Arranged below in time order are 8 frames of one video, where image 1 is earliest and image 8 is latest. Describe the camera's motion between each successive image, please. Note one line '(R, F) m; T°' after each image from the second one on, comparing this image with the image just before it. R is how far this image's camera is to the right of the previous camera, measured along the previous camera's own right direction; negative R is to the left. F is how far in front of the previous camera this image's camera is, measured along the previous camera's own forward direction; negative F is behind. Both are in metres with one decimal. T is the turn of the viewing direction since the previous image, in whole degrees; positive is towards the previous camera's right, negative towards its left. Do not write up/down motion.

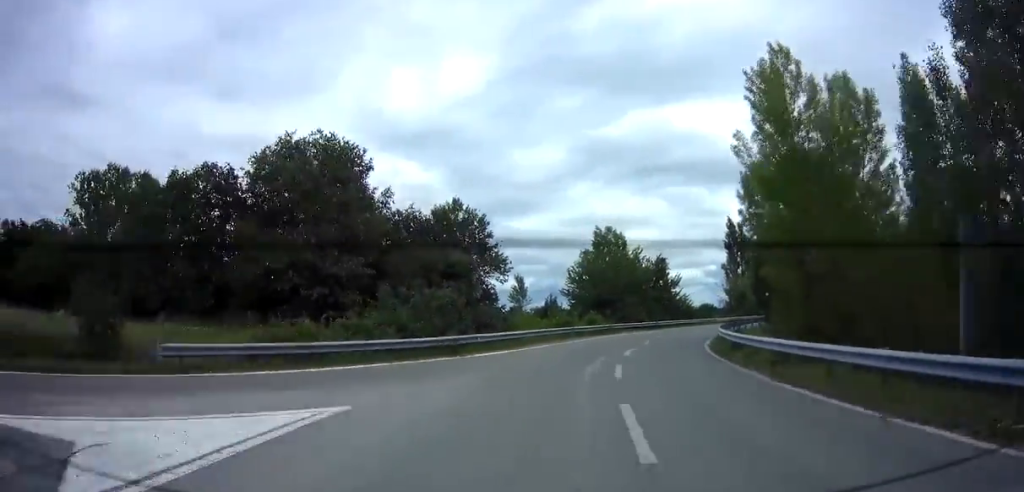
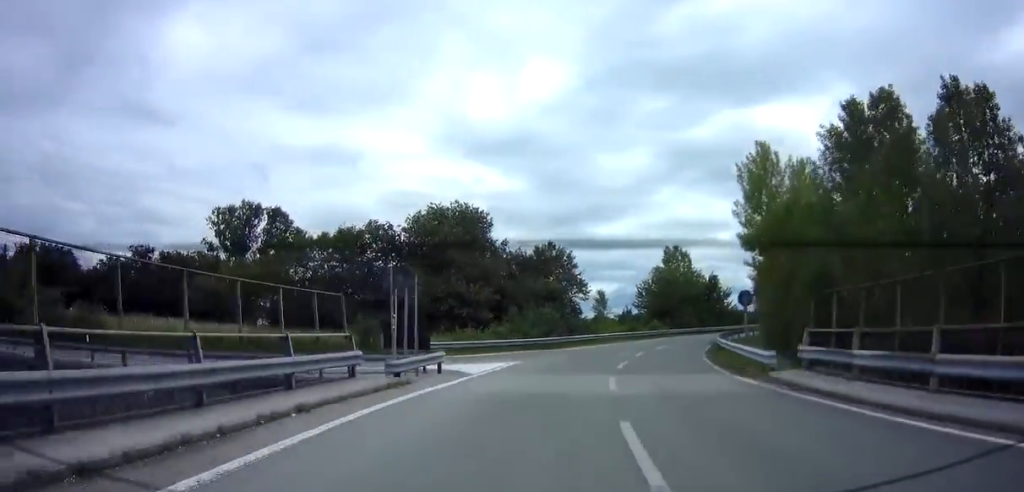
(-1.2, +14.2) m; -9°
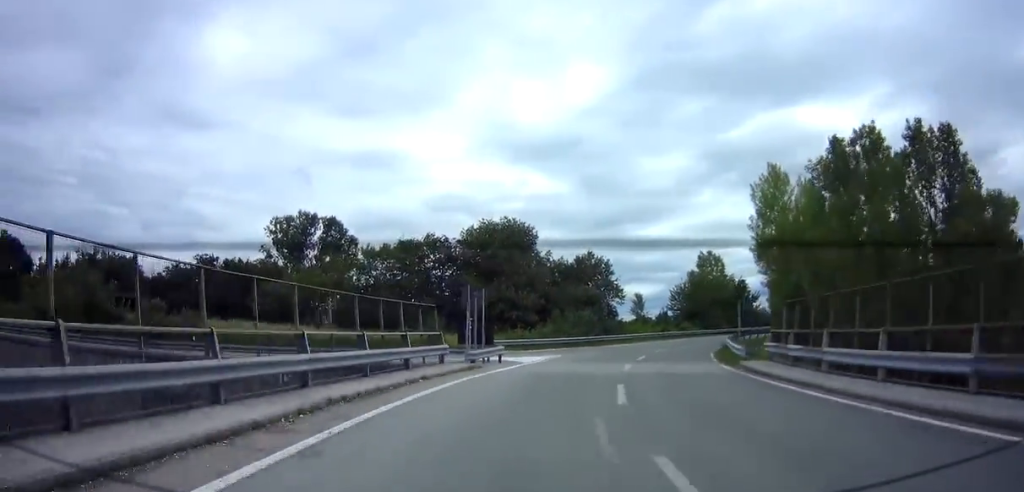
(-0.3, +5.6) m; -5°
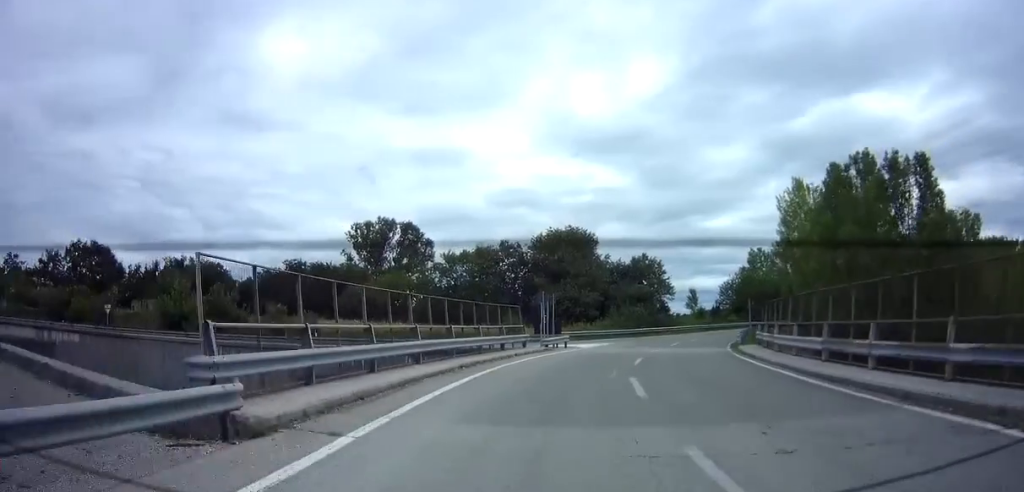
(0.0, +7.7) m; -7°
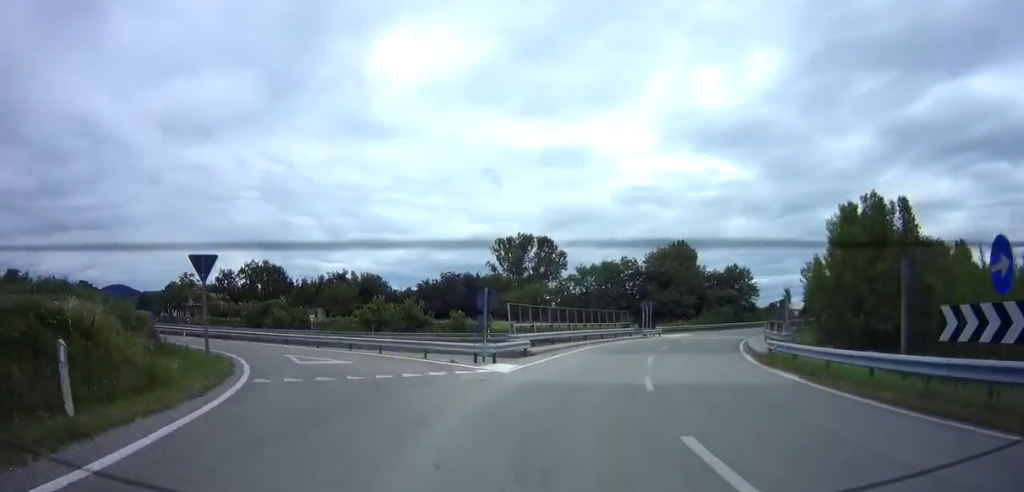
(-2.4, +16.7) m; -13°
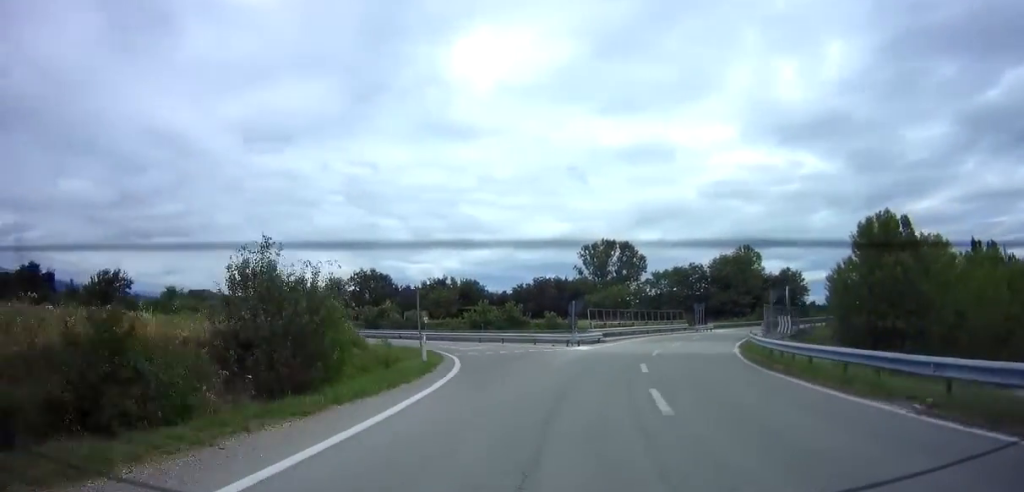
(-0.7, +12.3) m; -9°
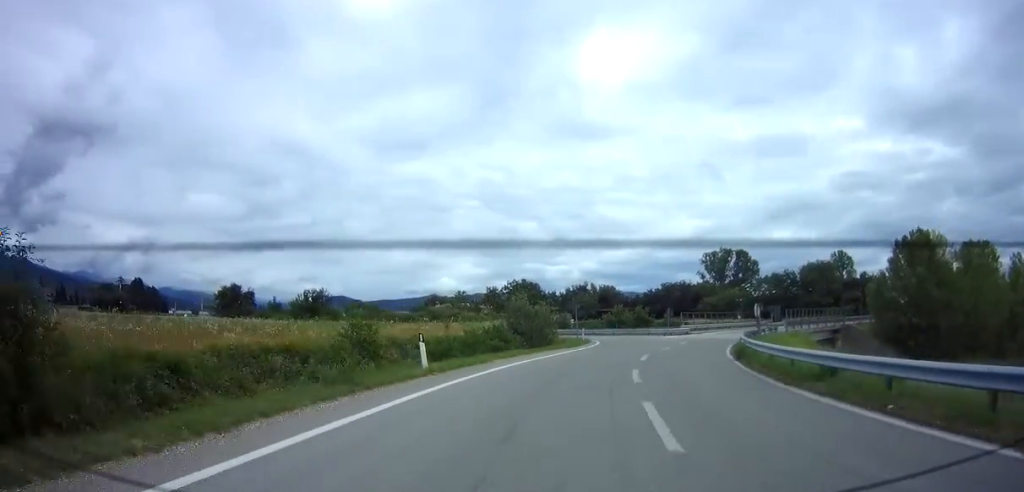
(-2.7, +20.0) m; -15°
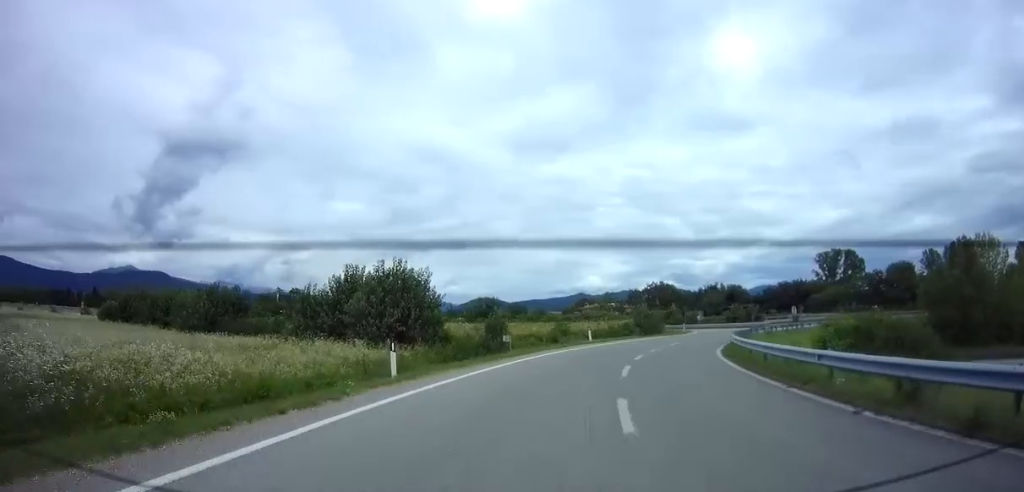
(-3.0, +21.6) m; -15°
